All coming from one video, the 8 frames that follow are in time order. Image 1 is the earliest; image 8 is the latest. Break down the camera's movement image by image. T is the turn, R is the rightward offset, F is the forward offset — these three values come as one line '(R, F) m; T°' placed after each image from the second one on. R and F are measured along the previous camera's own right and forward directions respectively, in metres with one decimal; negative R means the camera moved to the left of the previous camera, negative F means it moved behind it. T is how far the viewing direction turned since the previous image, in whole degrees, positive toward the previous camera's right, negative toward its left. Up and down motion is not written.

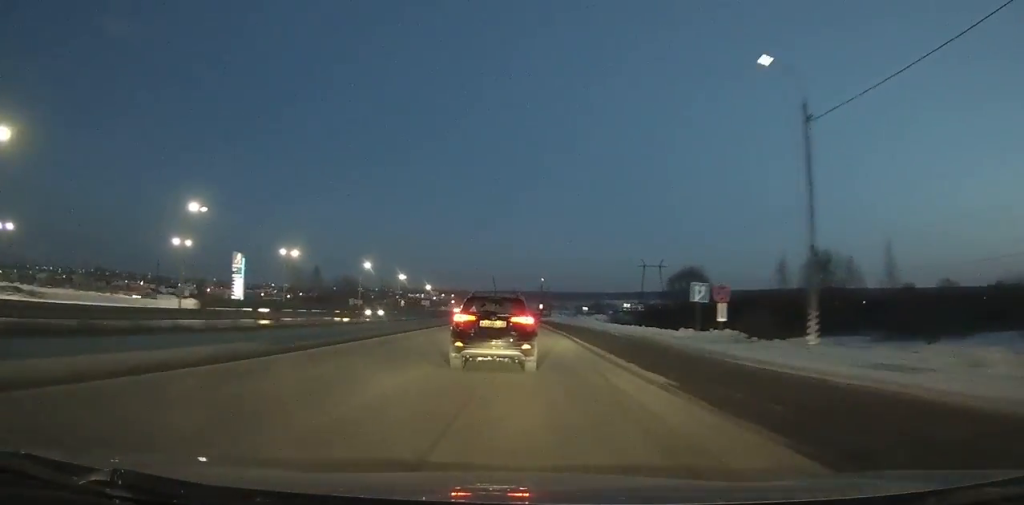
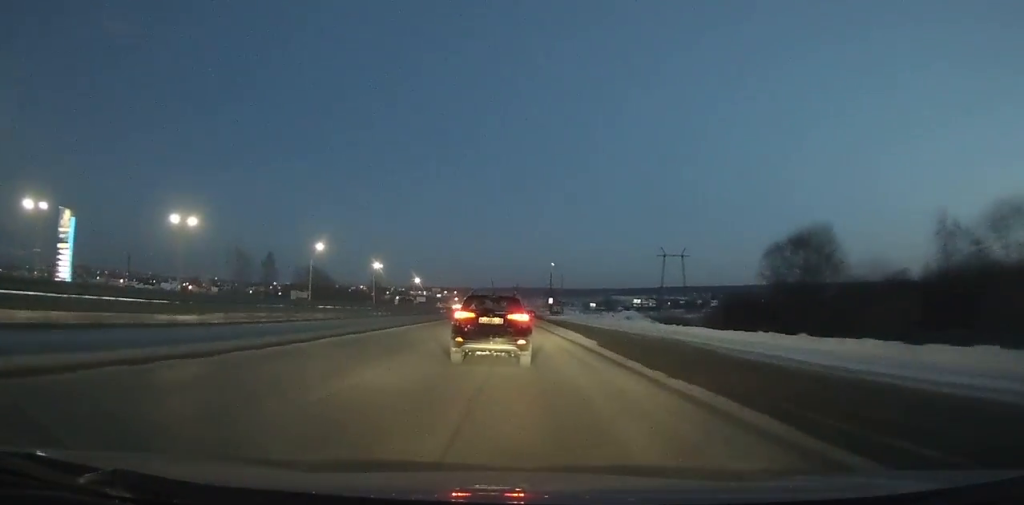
(+0.3, +35.2) m; -1°
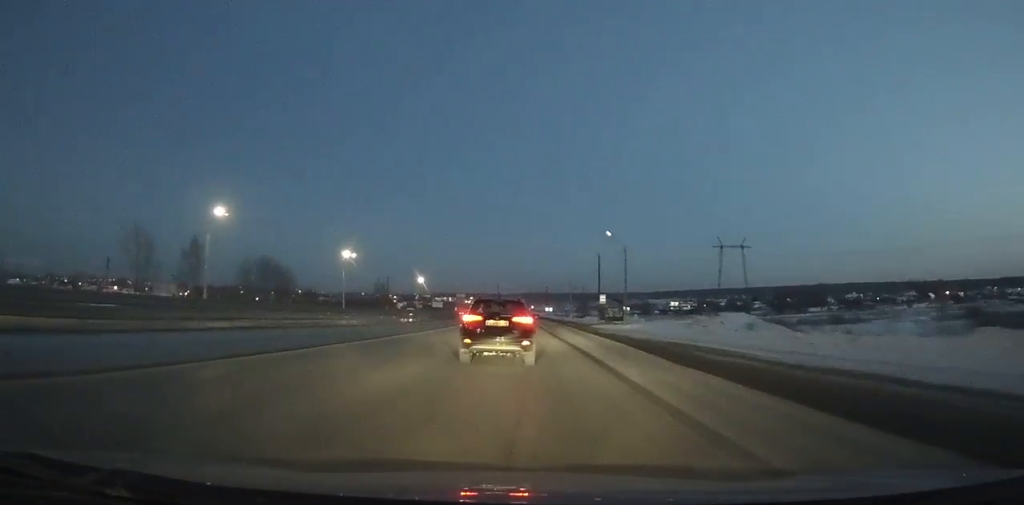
(-0.9, +43.8) m; -1°
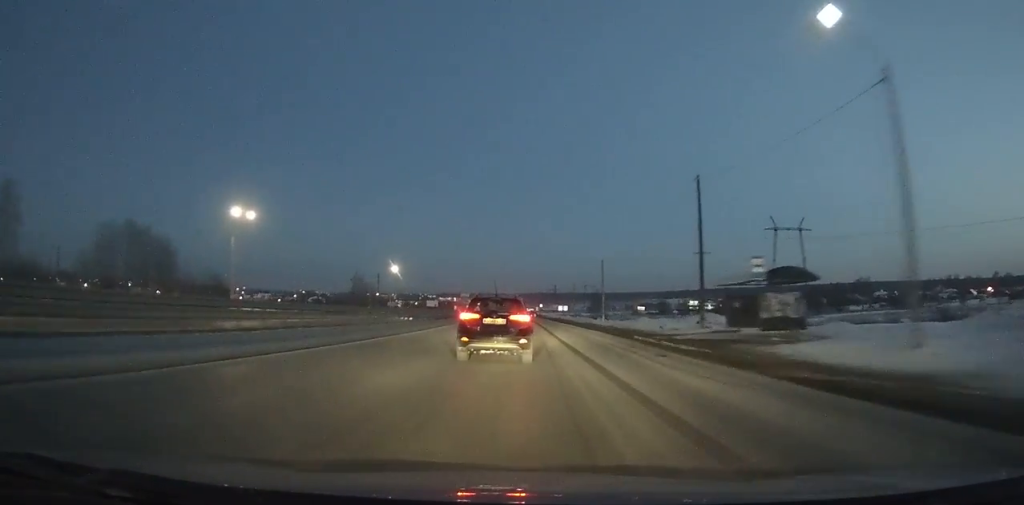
(-0.6, +42.3) m; -1°
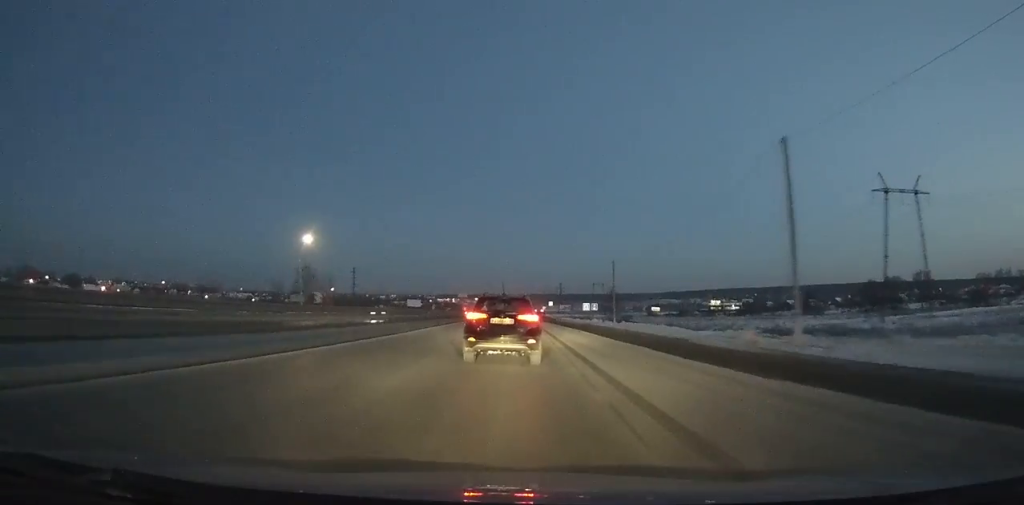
(-0.4, +55.0) m; -1°
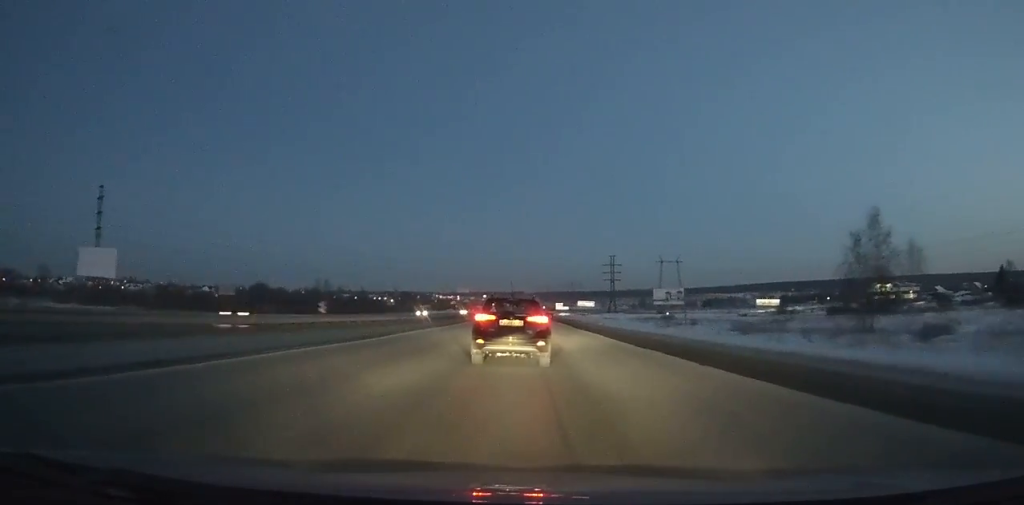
(-2.3, +205.1) m; -1°
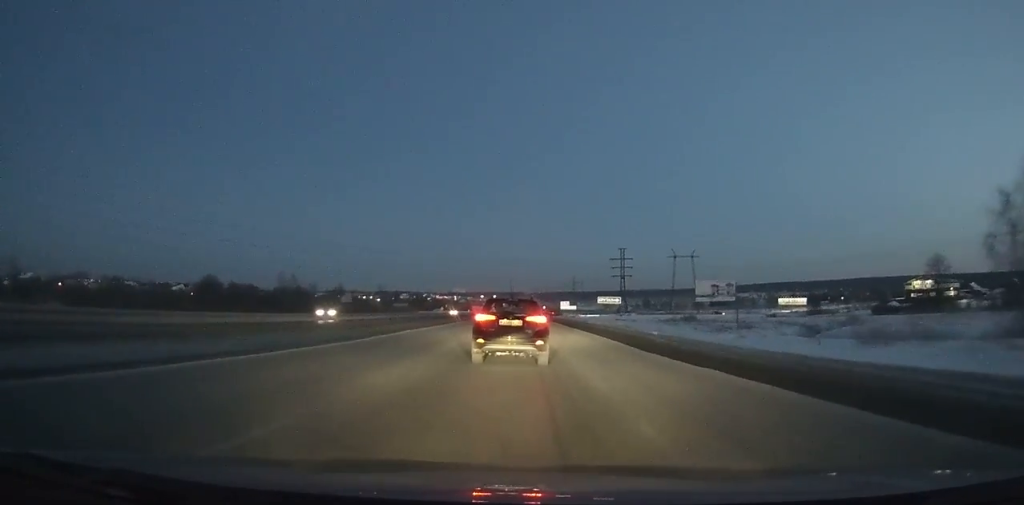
(+0.1, +29.6) m; 0°
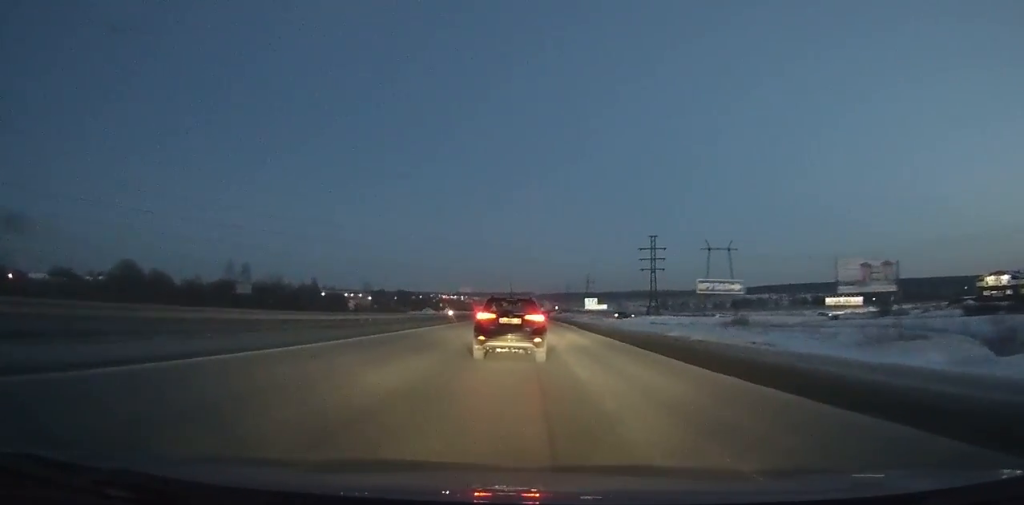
(-0.1, +38.6) m; 0°
